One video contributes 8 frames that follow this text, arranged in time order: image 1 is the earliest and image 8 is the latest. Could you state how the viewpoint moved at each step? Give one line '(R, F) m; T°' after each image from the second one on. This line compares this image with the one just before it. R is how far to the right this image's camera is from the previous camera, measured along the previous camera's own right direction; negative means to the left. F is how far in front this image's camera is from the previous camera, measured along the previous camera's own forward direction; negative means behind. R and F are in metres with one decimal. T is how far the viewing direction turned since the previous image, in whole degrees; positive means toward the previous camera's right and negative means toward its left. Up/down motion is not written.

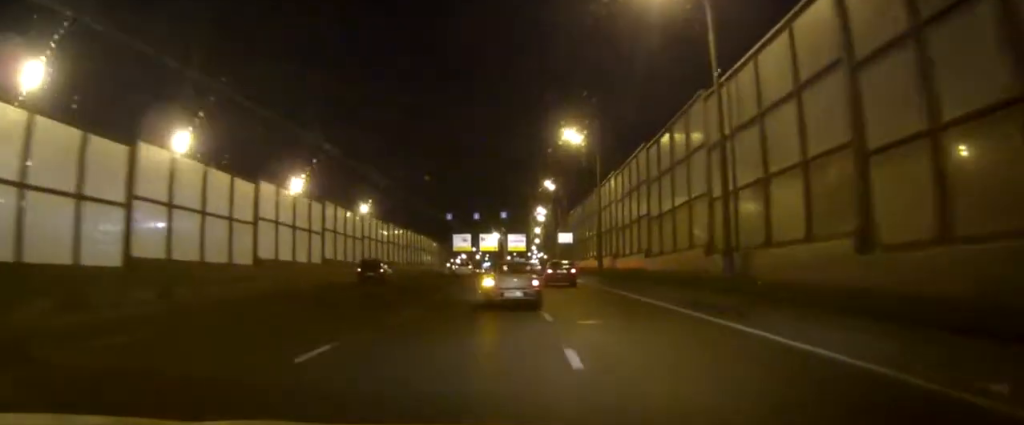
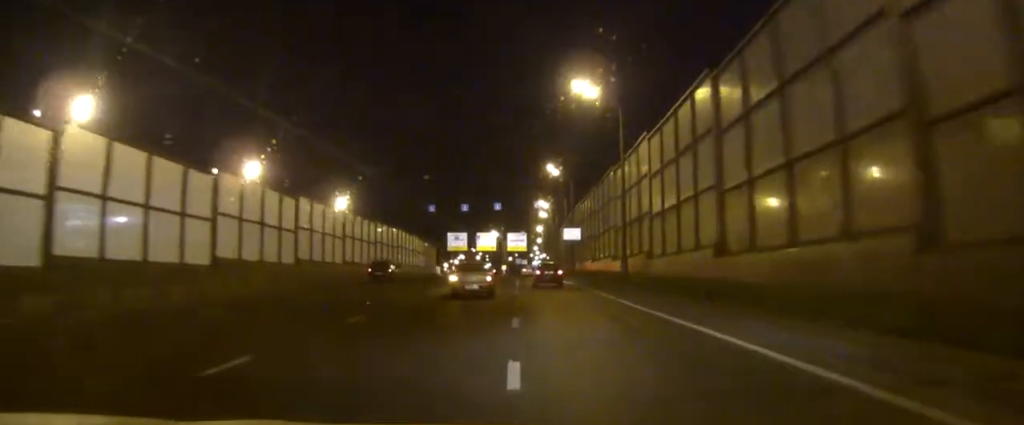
(+0.5, +17.7) m; +1°
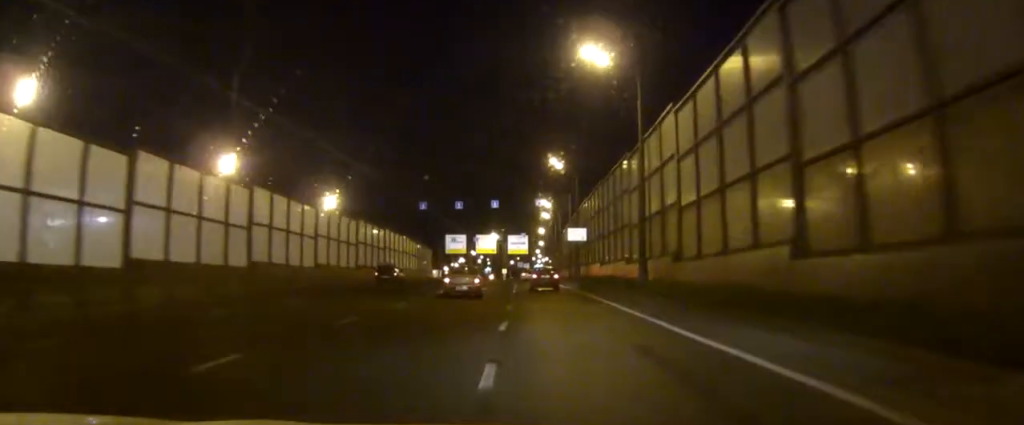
(-0.1, +8.0) m; -1°
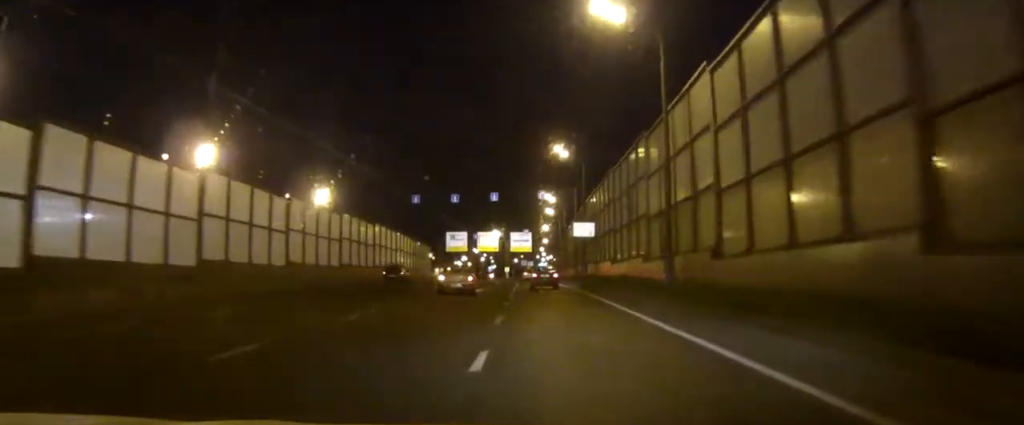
(-0.2, +6.4) m; -1°
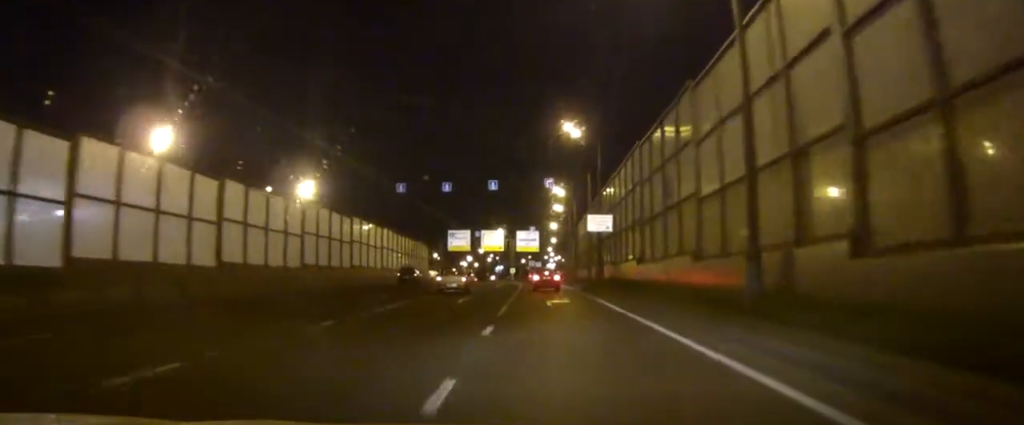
(-0.1, +11.0) m; 0°
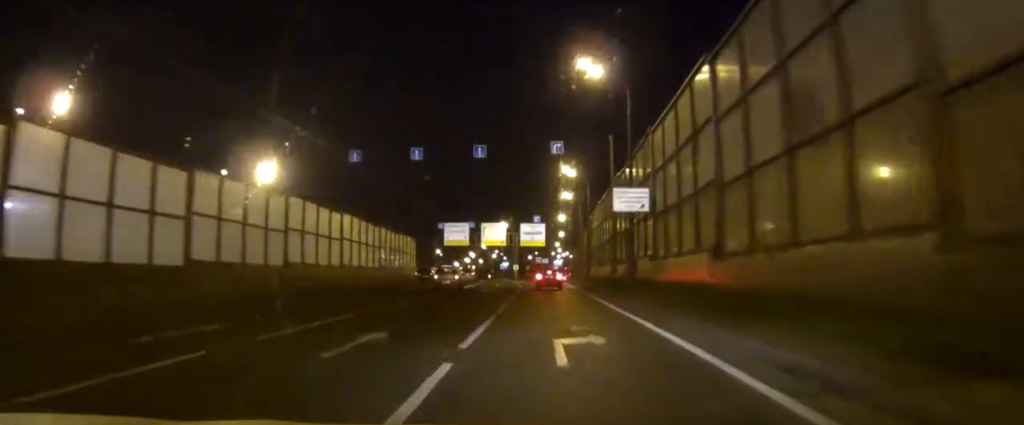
(+0.1, +17.1) m; 0°
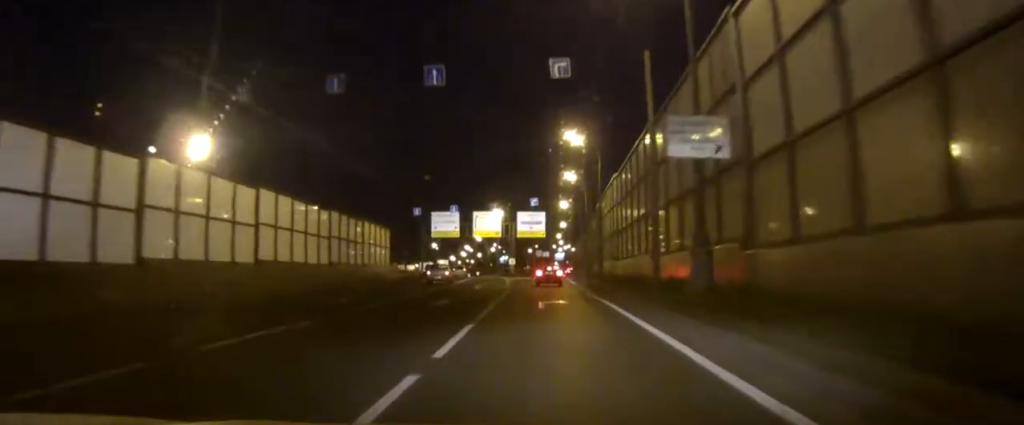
(-0.2, +18.0) m; -1°
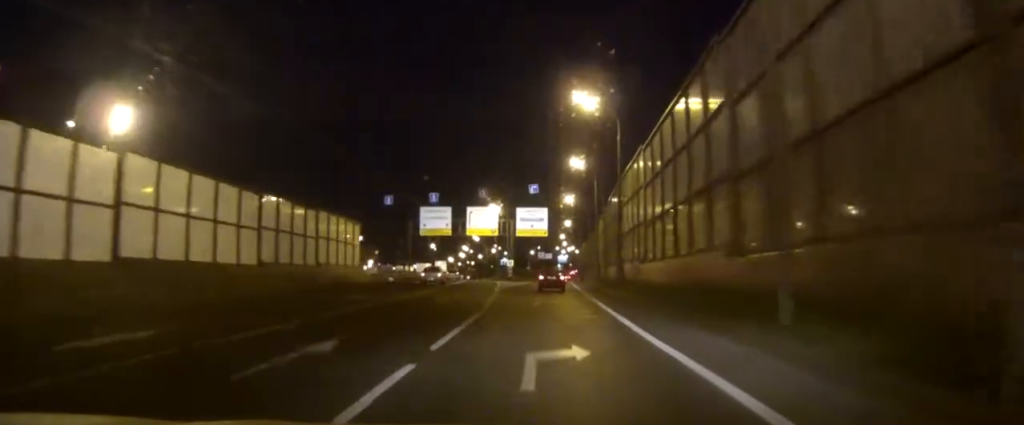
(0.0, +14.9) m; -1°
